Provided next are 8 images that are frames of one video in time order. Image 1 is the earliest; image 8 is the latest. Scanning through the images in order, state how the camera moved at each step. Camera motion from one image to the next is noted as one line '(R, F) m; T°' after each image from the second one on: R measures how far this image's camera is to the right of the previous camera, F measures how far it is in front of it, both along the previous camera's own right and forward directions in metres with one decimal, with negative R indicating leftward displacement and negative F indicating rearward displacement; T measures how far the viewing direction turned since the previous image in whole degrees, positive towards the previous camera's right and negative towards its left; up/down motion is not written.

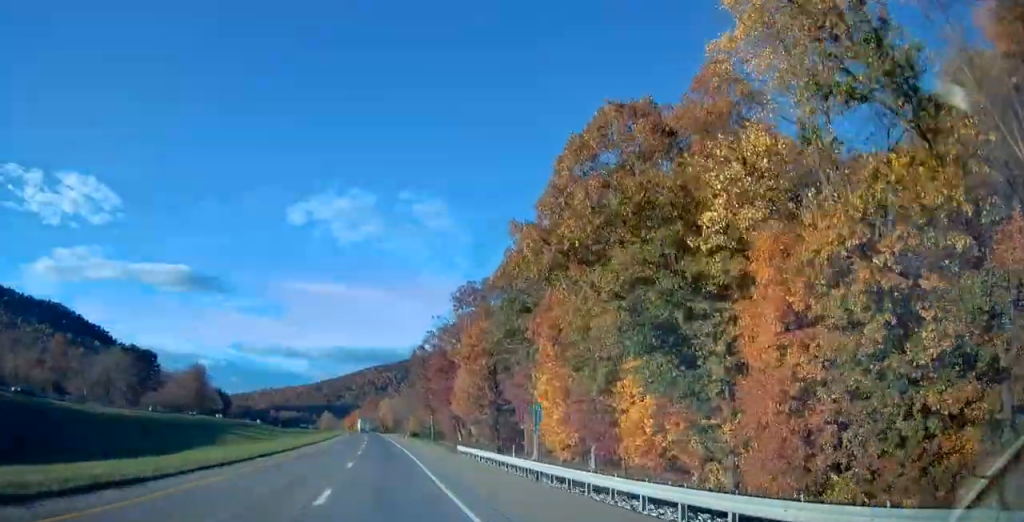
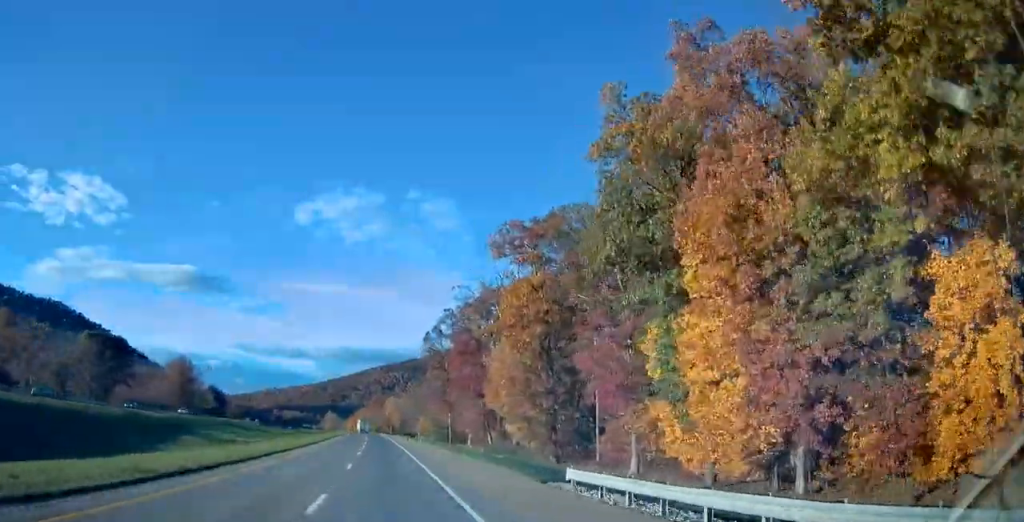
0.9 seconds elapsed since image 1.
(-0.1, +25.4) m; -1°
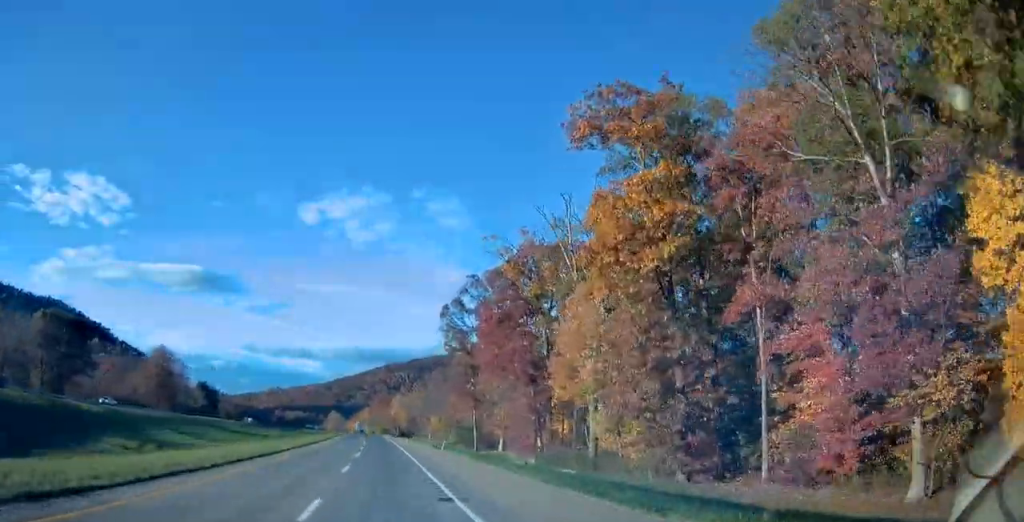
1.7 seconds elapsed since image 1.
(-0.5, +25.3) m; 0°
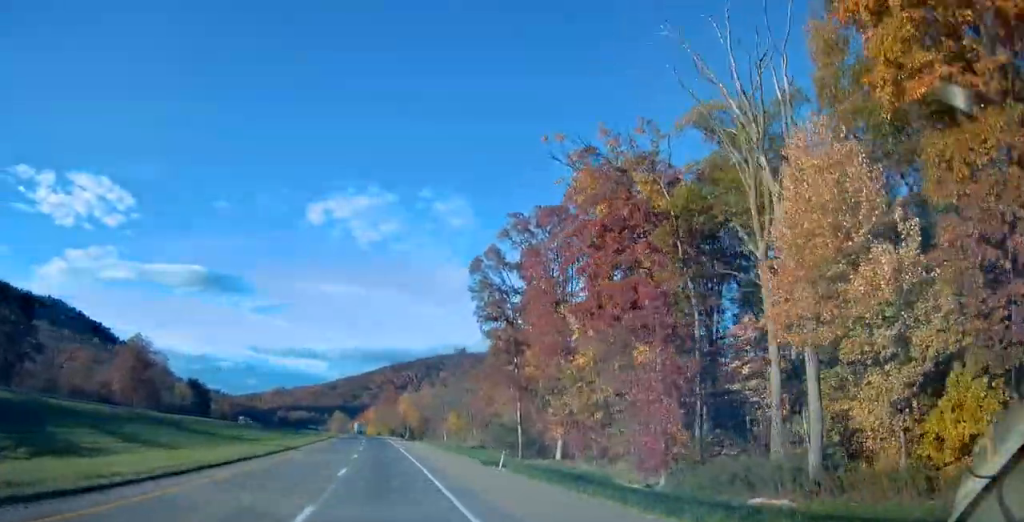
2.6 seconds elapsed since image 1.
(0.0, +25.6) m; +1°
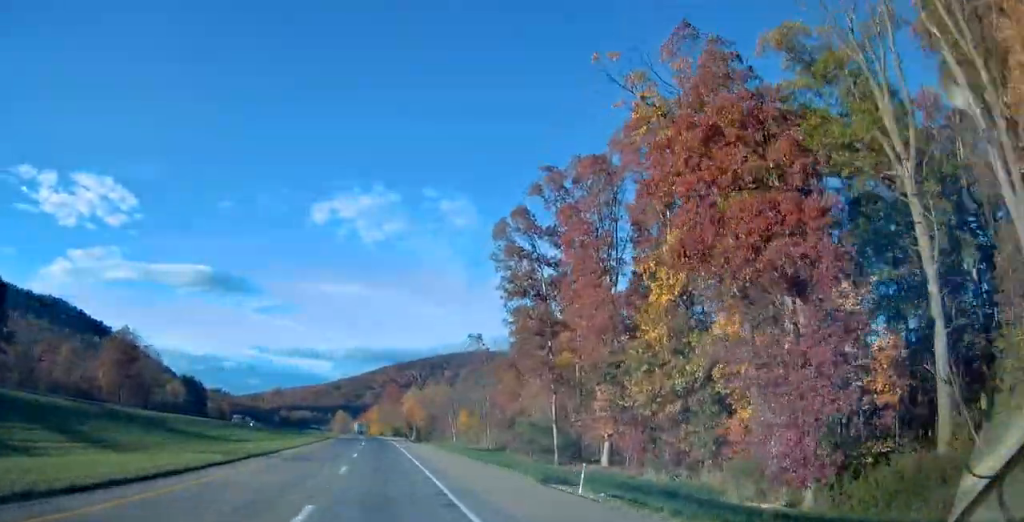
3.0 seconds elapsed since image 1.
(+0.5, +12.0) m; 0°
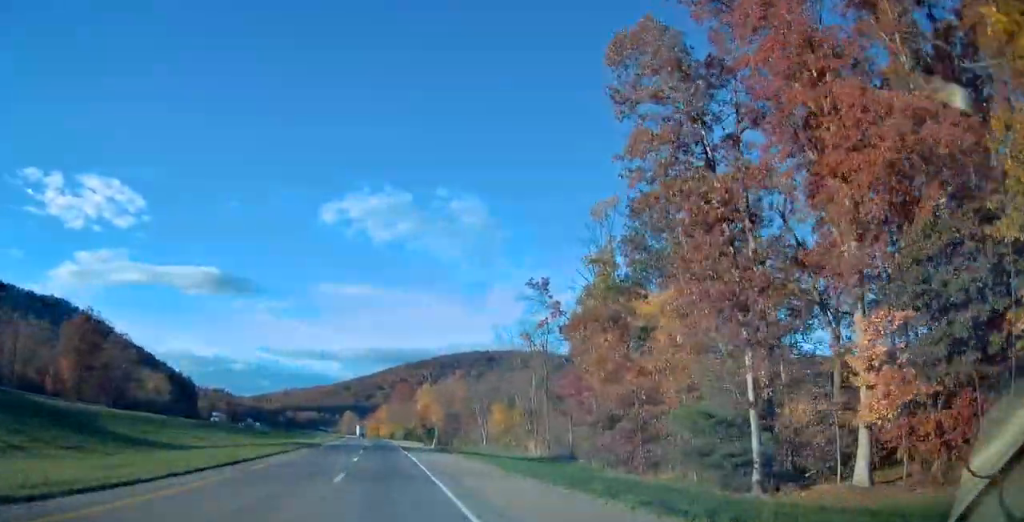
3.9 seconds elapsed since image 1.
(-0.4, +27.8) m; -1°
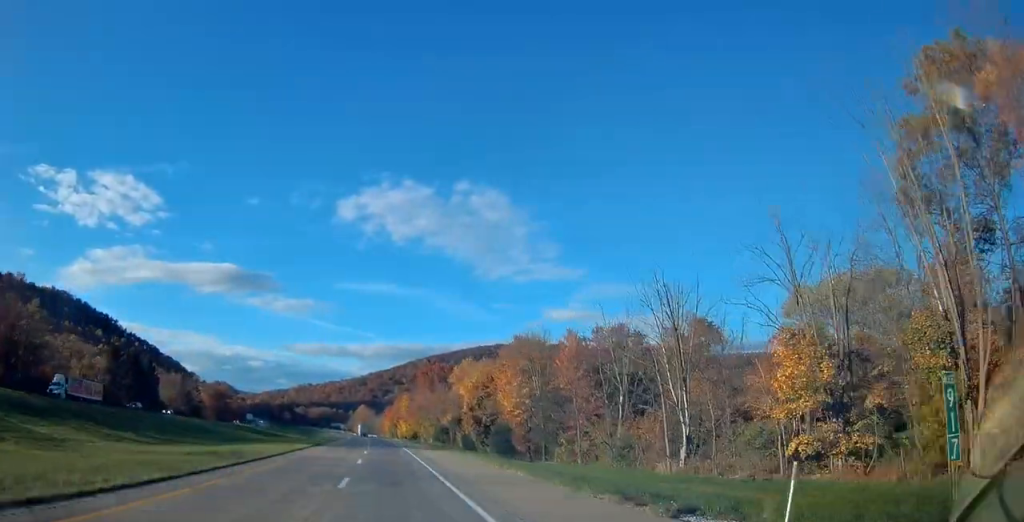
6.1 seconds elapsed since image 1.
(-1.2, +62.9) m; -2°
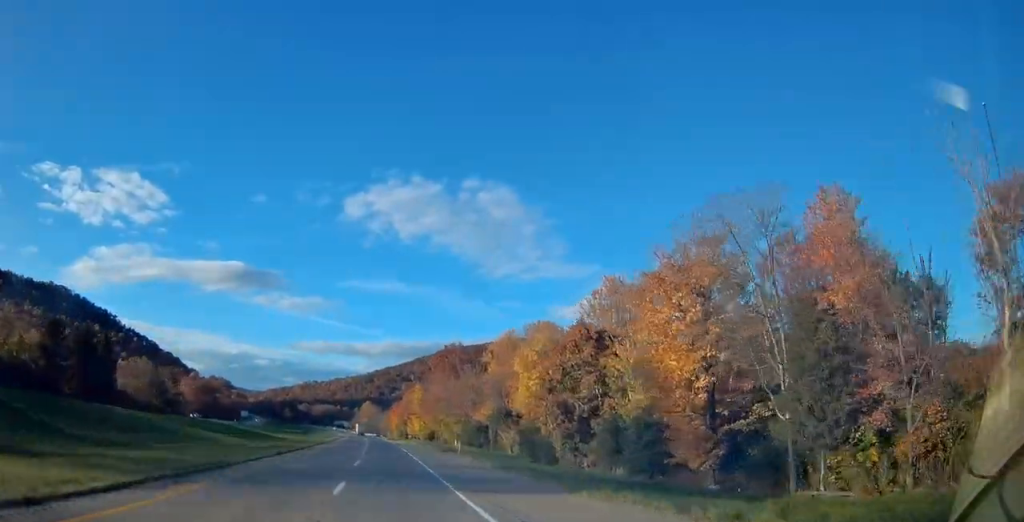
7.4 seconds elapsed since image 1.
(-0.6, +38.2) m; -1°
